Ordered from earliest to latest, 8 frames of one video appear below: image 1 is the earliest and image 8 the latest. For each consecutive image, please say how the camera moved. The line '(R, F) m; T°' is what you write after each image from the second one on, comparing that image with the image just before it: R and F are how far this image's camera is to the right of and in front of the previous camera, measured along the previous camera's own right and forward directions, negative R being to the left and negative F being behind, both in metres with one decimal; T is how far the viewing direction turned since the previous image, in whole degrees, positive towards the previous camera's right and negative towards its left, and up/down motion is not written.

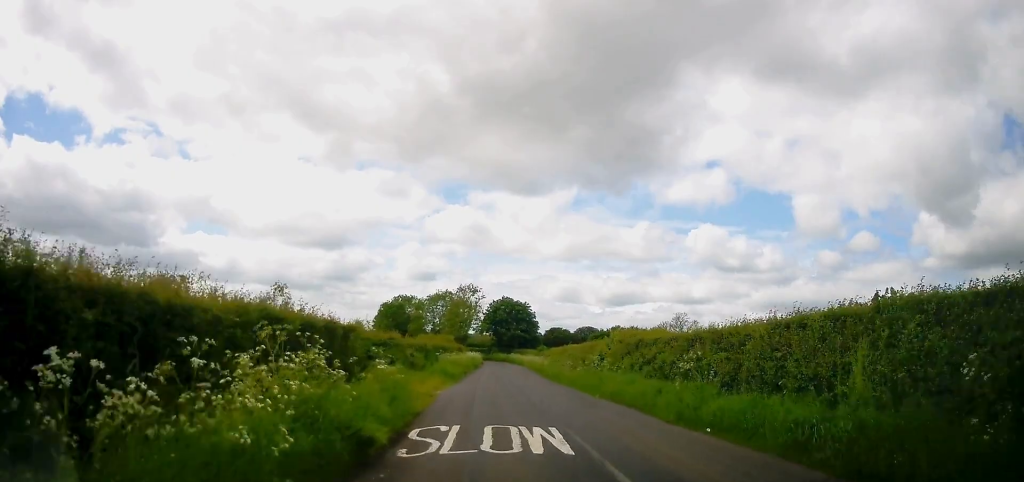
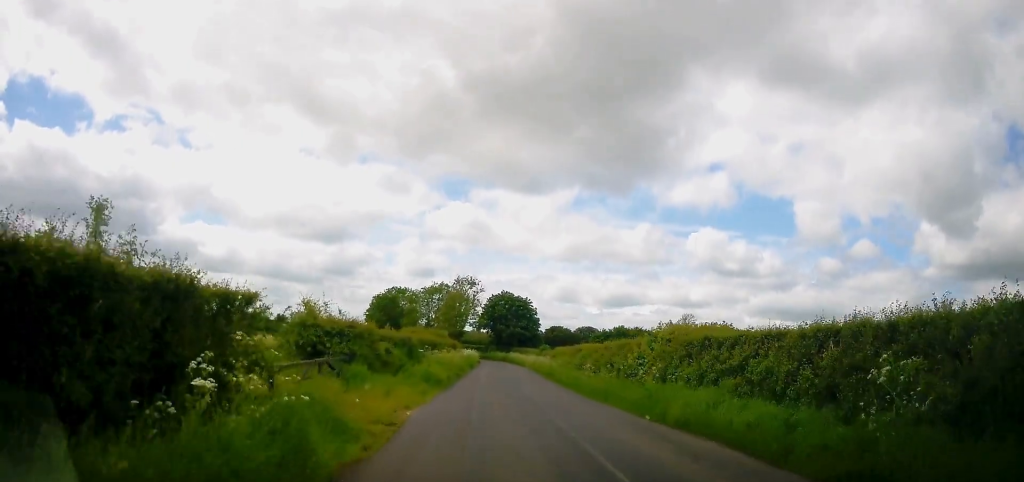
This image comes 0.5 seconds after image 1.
(0.0, +6.6) m; 0°
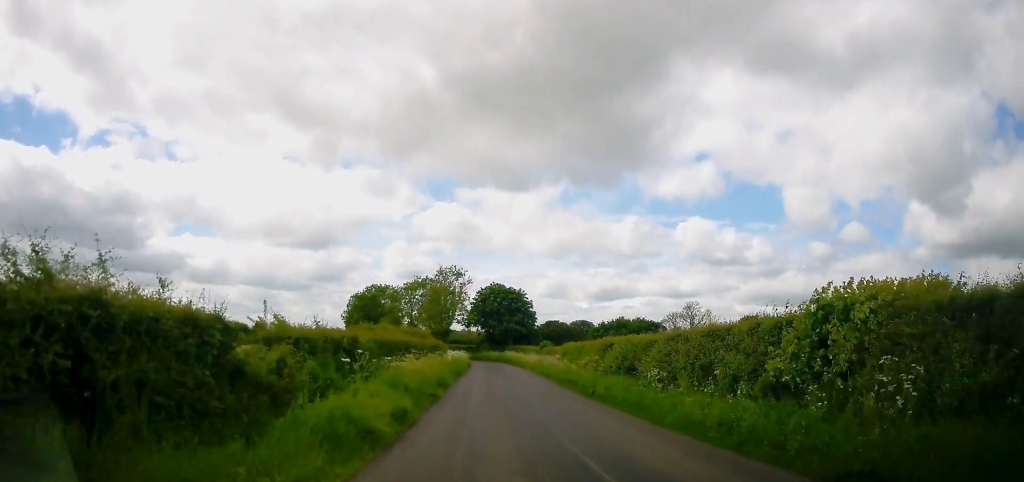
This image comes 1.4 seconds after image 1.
(0.0, +10.6) m; +1°
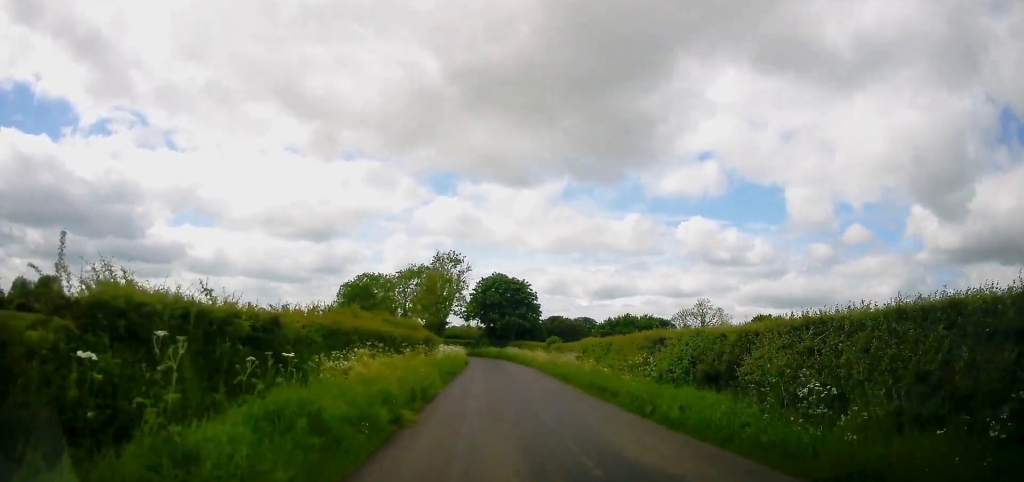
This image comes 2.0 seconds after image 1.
(0.0, +7.2) m; 0°
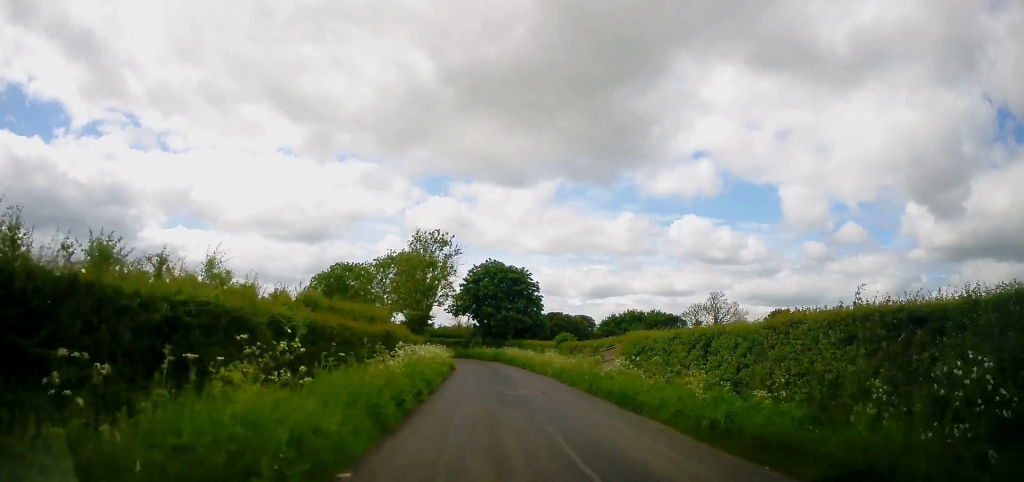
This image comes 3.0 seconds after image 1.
(+0.1, +11.9) m; -1°
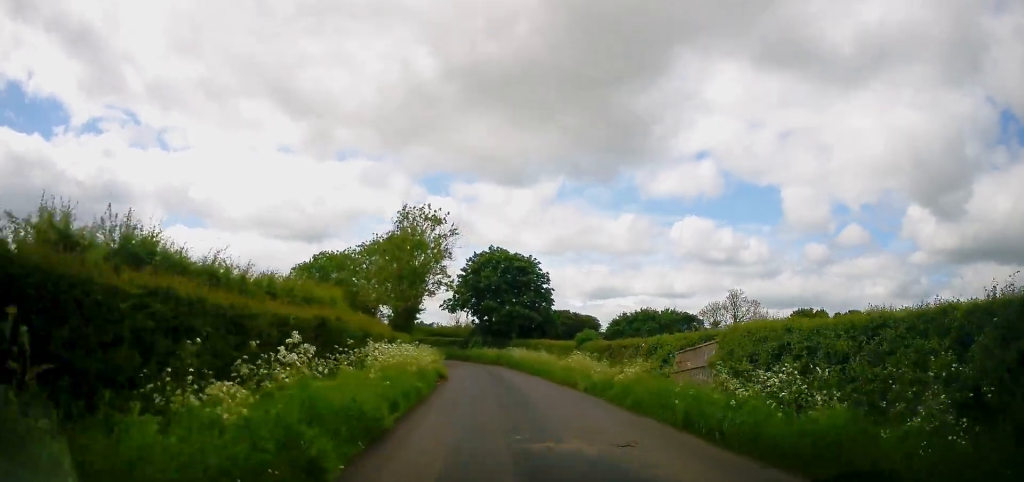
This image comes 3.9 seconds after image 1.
(-0.4, +9.3) m; +1°
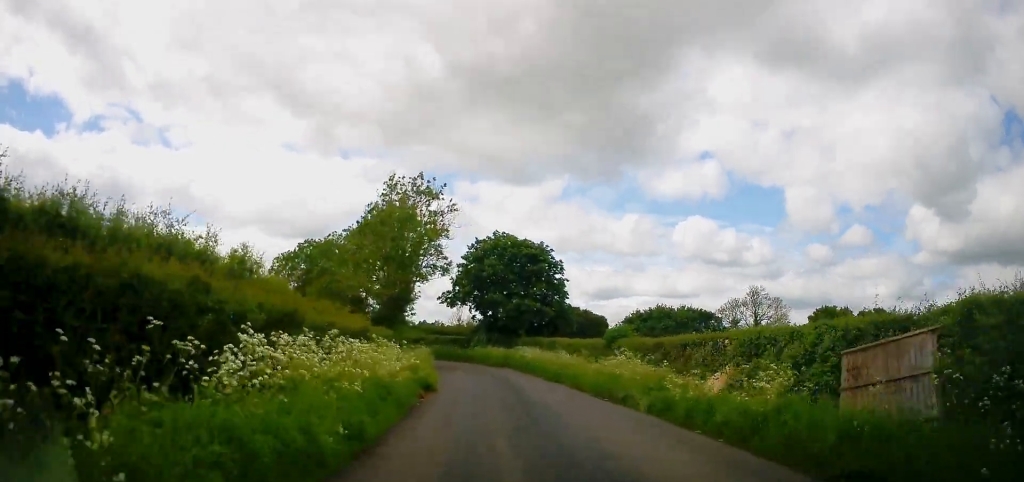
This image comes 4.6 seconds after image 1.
(+0.4, +7.5) m; +1°
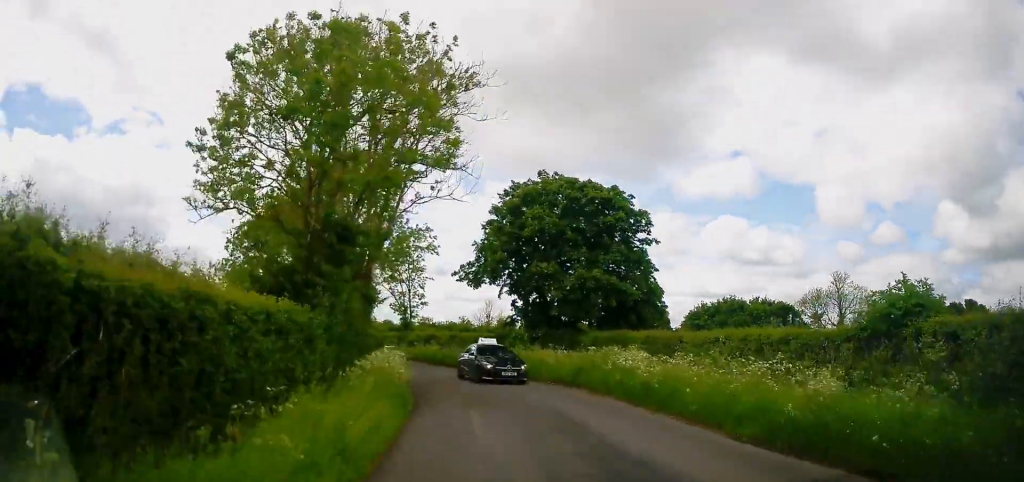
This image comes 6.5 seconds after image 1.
(-0.4, +18.7) m; -4°
